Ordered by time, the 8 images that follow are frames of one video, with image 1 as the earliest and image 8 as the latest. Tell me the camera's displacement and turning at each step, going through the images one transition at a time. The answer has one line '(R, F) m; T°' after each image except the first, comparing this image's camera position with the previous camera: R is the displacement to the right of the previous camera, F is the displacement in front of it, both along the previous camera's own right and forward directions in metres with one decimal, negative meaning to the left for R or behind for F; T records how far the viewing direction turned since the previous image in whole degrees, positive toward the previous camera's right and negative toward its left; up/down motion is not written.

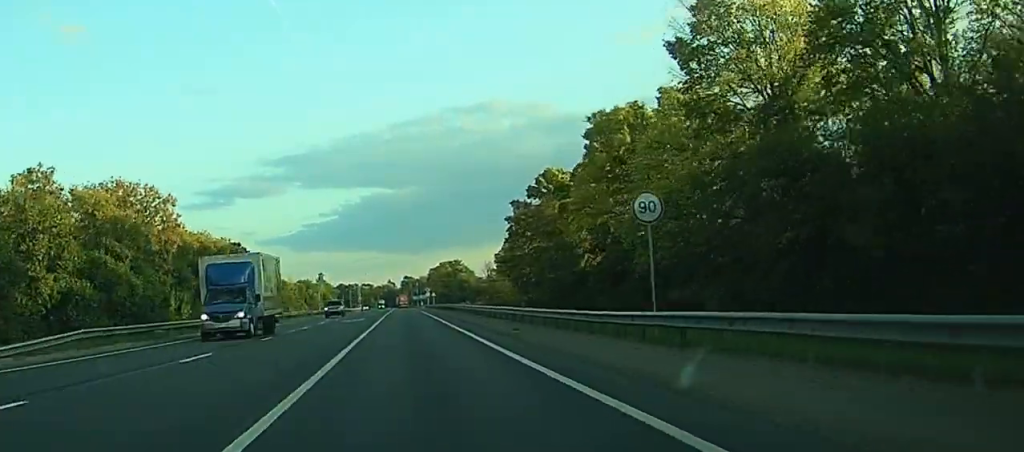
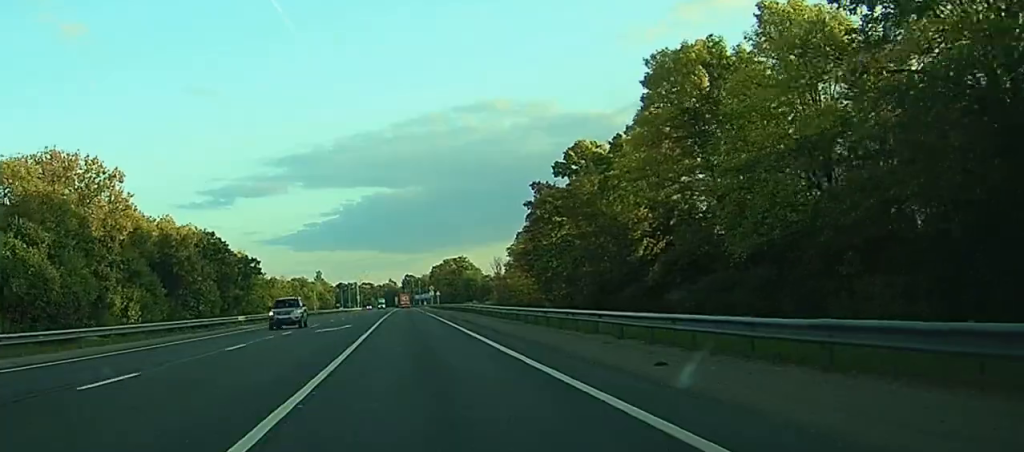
(-0.1, +20.5) m; 0°
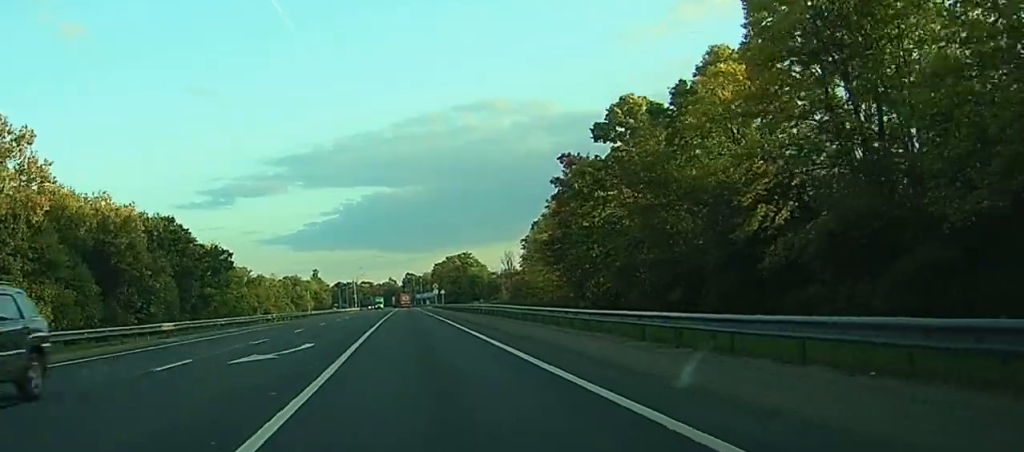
(0.0, +20.9) m; 0°
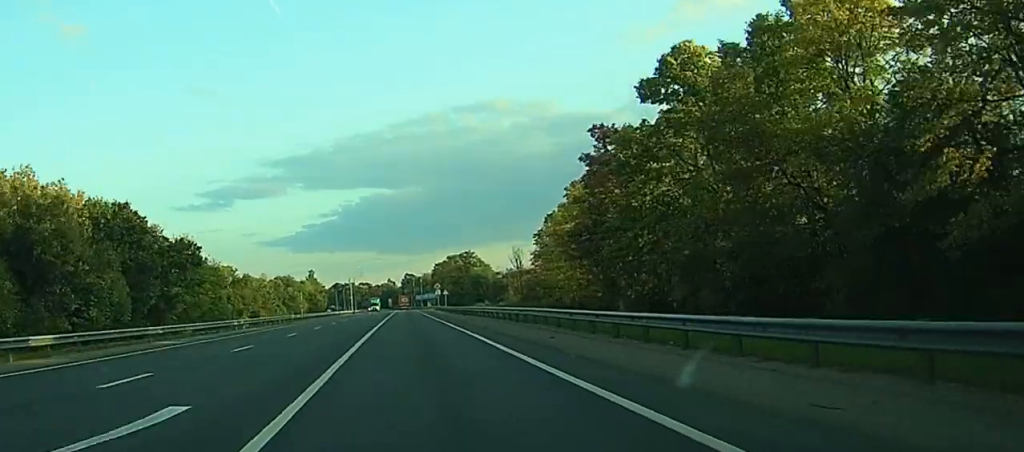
(0.0, +15.8) m; 0°
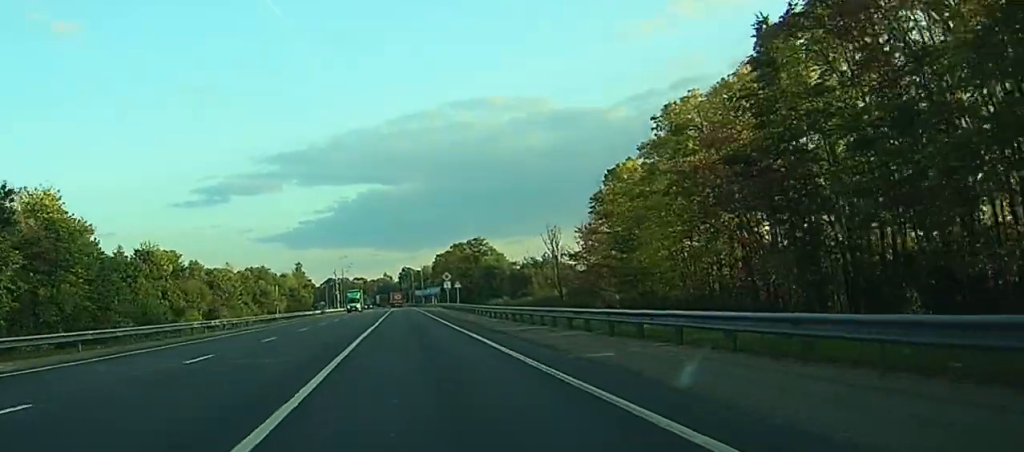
(-1.7, +42.0) m; -1°
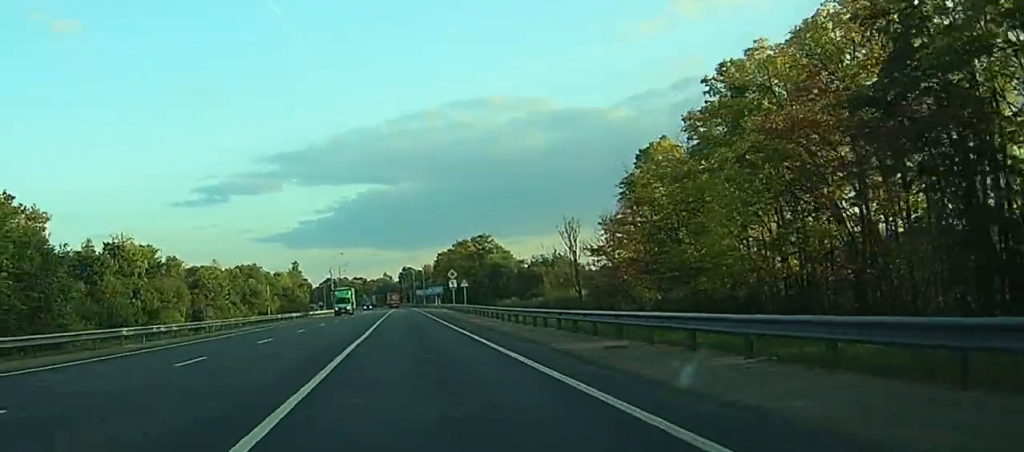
(-0.9, +12.7) m; +2°
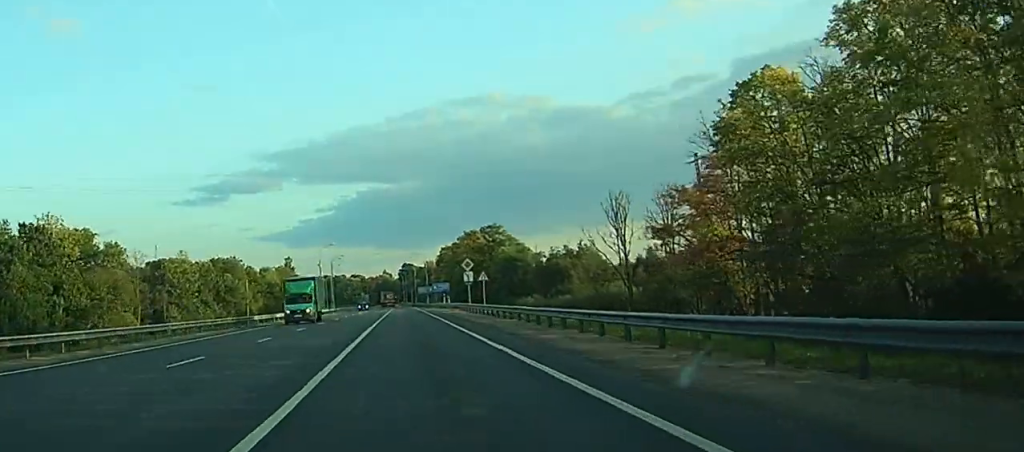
(+3.0, +24.4) m; +3°
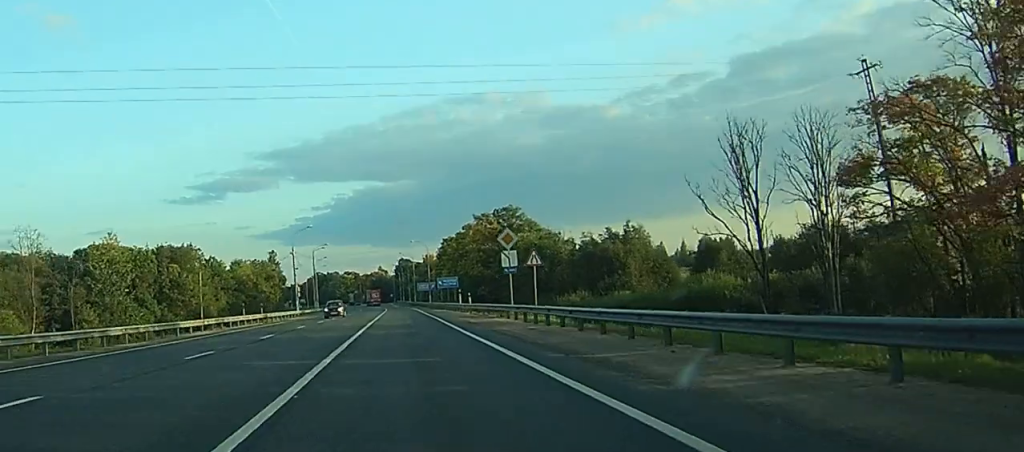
(-1.7, +32.4) m; -3°
